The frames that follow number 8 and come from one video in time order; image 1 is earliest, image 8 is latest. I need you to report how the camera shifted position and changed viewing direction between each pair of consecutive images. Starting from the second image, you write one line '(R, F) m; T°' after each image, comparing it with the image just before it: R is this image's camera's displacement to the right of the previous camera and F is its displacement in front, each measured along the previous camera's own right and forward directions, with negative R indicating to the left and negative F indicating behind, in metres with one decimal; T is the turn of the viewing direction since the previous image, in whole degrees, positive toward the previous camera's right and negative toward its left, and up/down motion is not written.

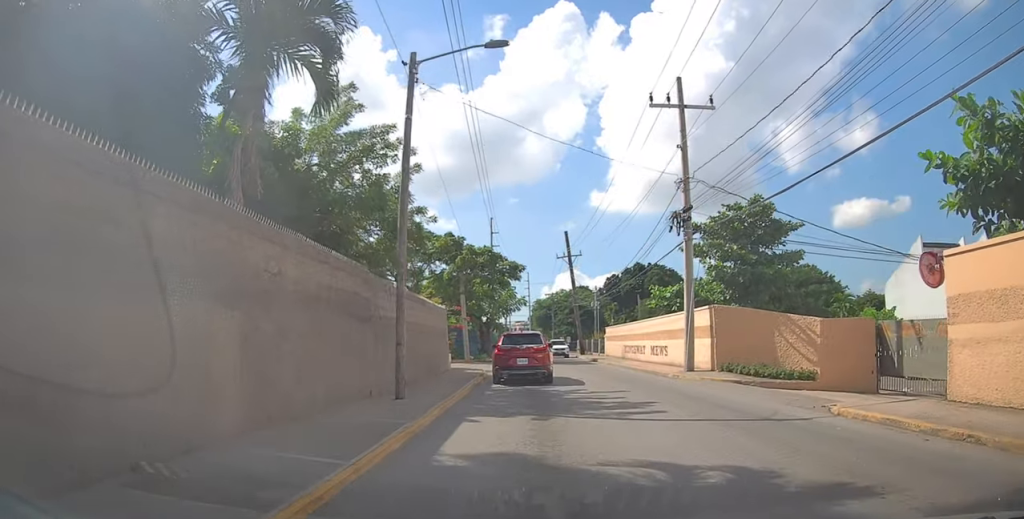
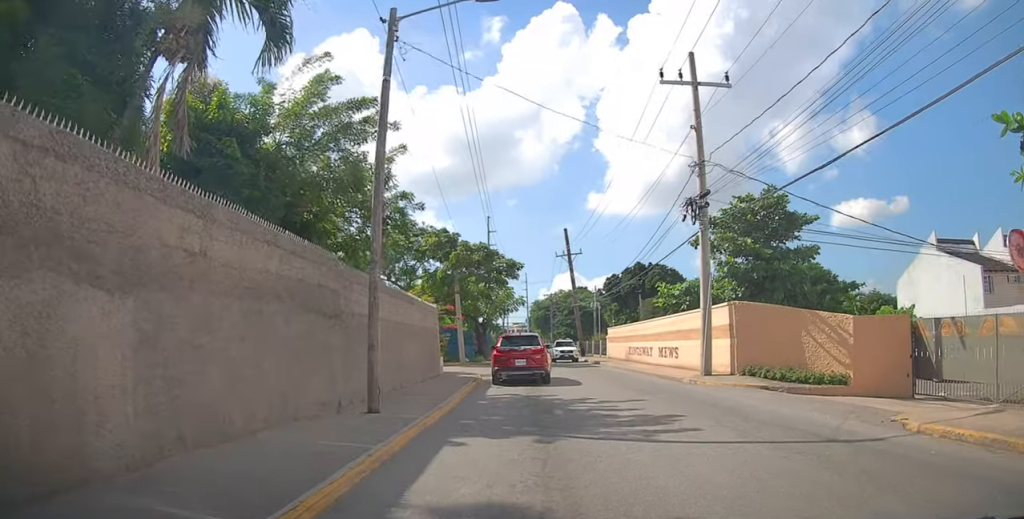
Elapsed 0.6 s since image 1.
(0.0, +2.2) m; +1°
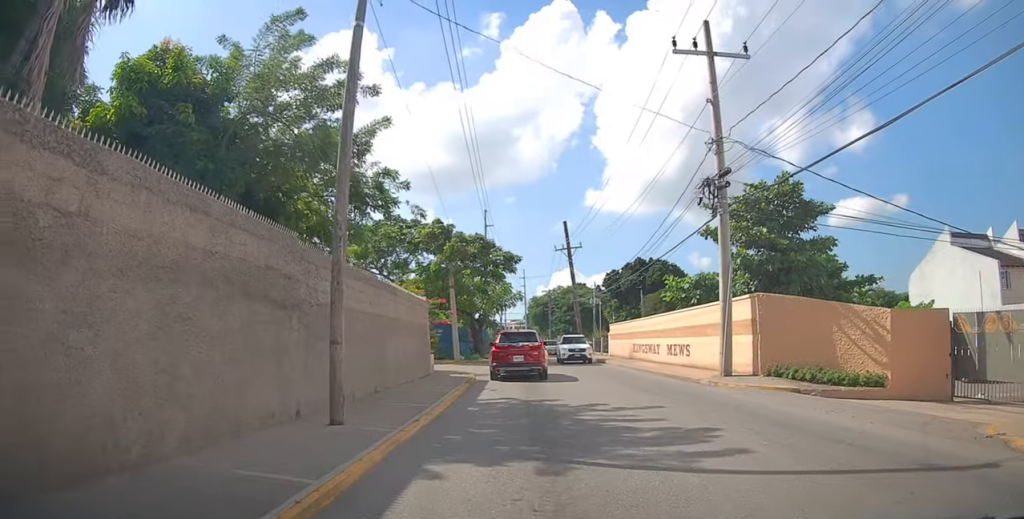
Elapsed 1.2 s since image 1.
(0.0, +2.0) m; 0°
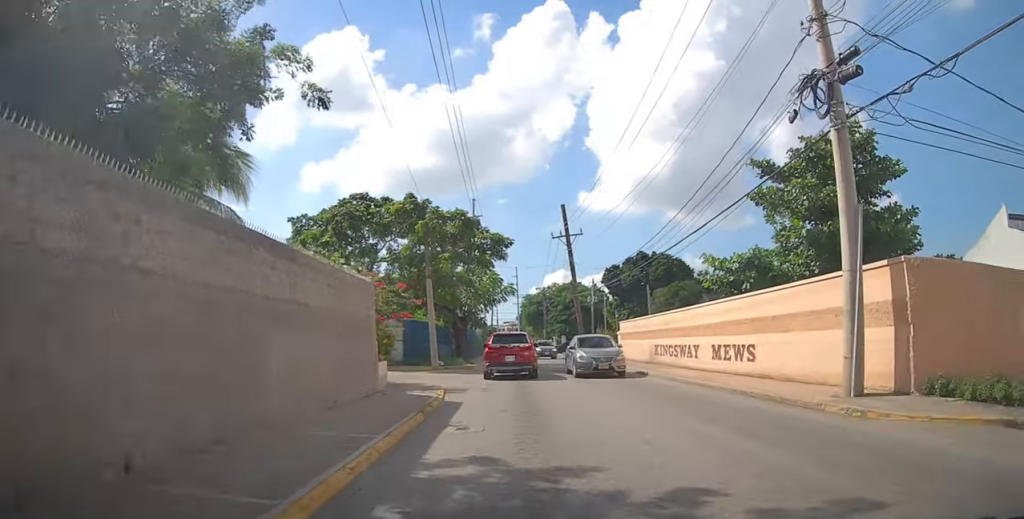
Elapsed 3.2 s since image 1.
(0.0, +6.9) m; +1°
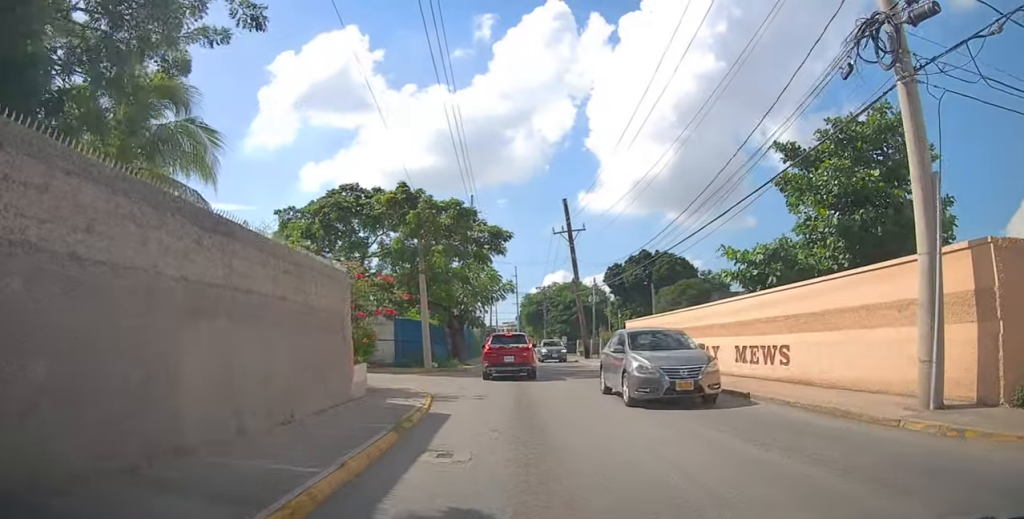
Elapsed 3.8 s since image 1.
(0.0, +2.1) m; 0°
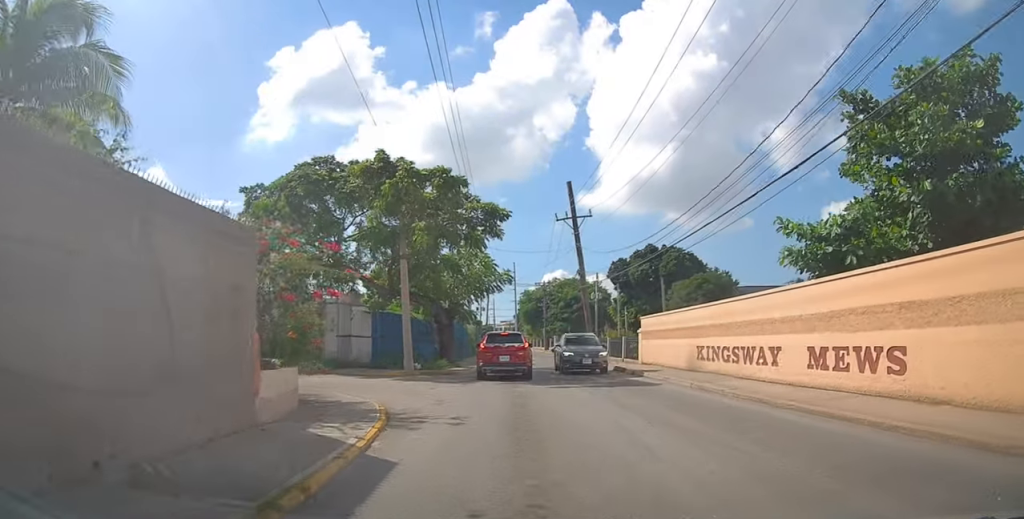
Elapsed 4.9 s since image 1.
(0.0, +4.3) m; 0°
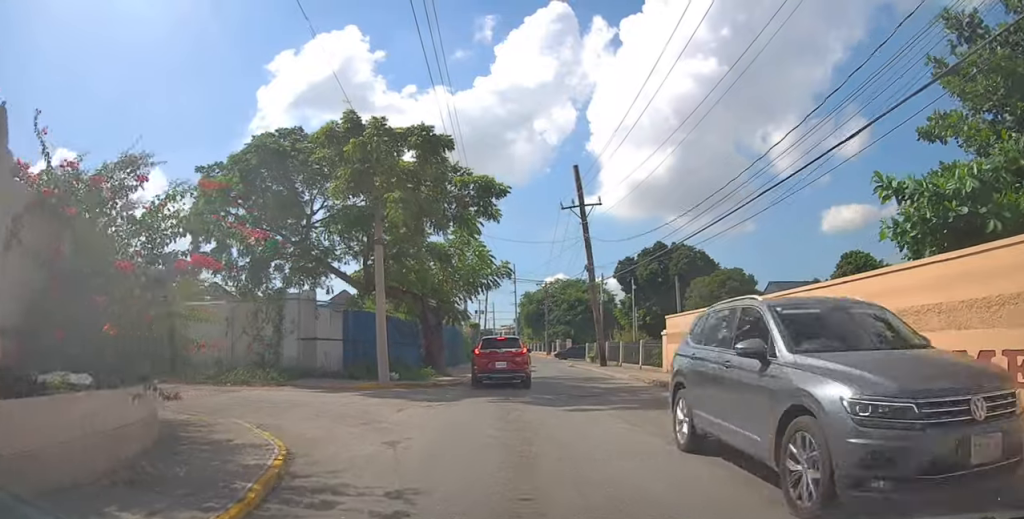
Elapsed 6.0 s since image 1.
(0.0, +4.8) m; 0°
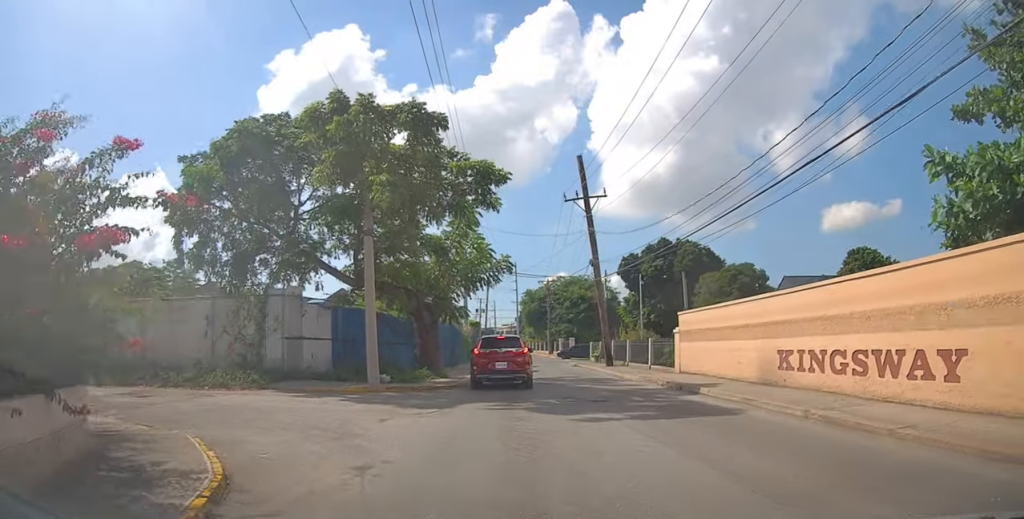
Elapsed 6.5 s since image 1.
(0.0, +1.7) m; 0°
